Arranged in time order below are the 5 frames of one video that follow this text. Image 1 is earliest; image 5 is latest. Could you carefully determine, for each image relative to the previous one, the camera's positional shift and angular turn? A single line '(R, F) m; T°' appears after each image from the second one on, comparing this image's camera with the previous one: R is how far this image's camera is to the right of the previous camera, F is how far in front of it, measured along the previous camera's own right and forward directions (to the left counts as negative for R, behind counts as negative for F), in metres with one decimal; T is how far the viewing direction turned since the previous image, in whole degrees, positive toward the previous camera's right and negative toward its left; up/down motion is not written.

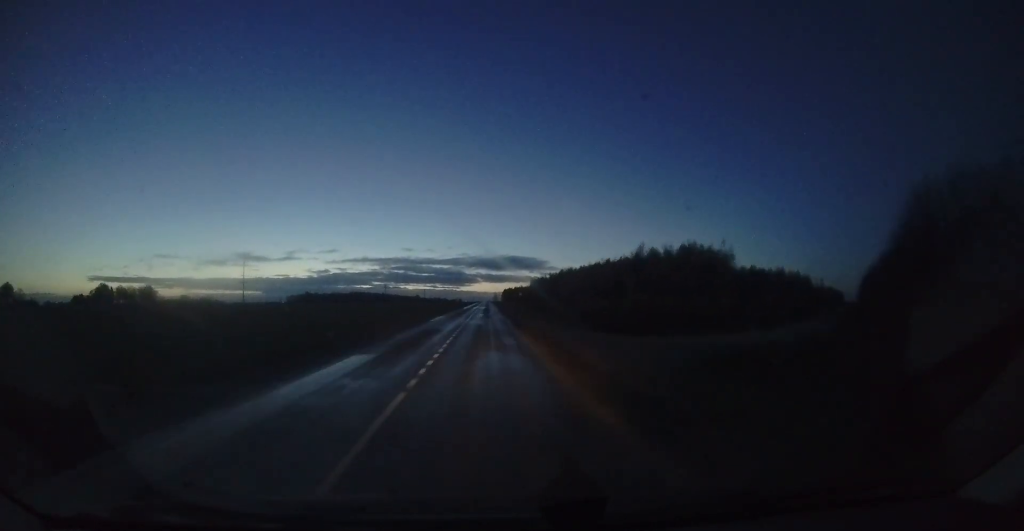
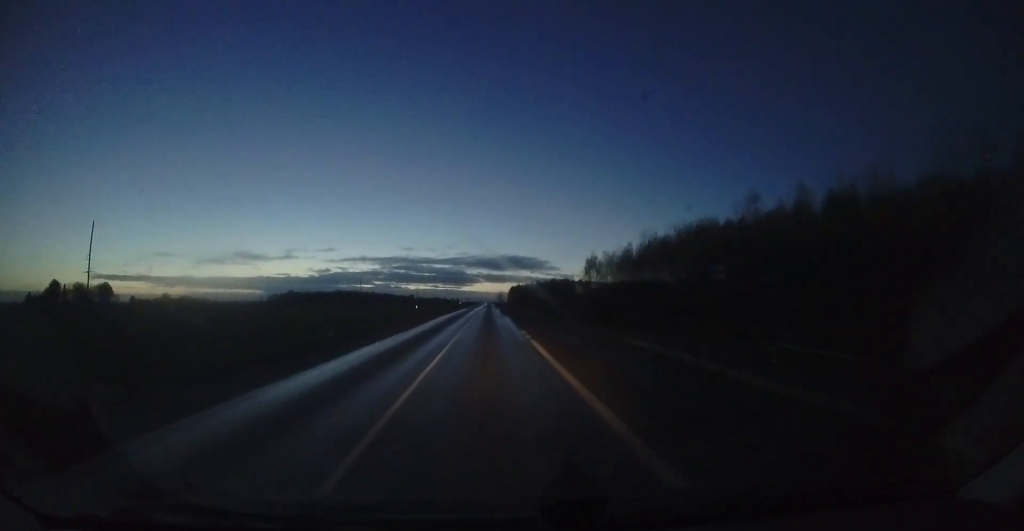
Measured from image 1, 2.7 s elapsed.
(-0.4, +69.7) m; 0°
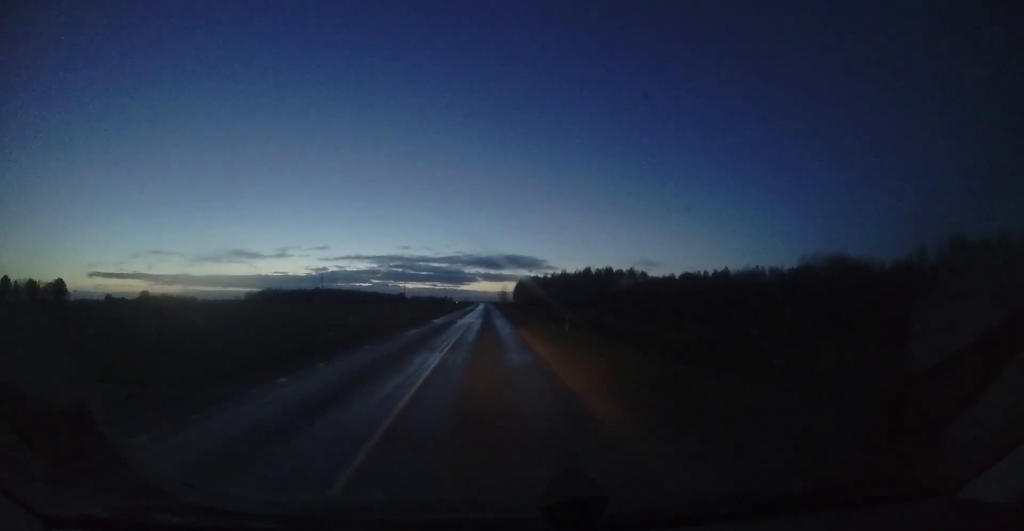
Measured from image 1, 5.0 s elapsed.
(-0.1, +61.3) m; 0°
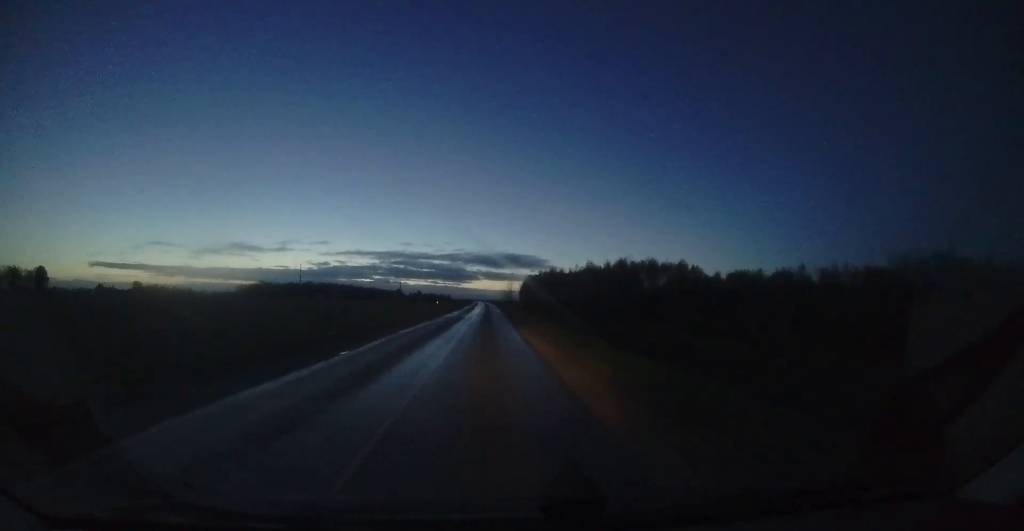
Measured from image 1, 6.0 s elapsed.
(+0.1, +27.5) m; 0°
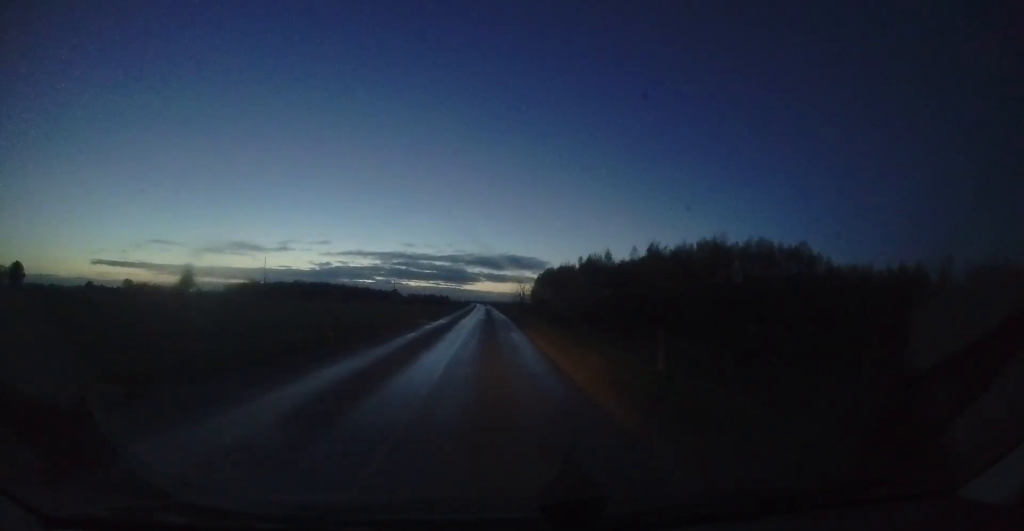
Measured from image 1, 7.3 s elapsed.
(-0.1, +33.9) m; 0°
